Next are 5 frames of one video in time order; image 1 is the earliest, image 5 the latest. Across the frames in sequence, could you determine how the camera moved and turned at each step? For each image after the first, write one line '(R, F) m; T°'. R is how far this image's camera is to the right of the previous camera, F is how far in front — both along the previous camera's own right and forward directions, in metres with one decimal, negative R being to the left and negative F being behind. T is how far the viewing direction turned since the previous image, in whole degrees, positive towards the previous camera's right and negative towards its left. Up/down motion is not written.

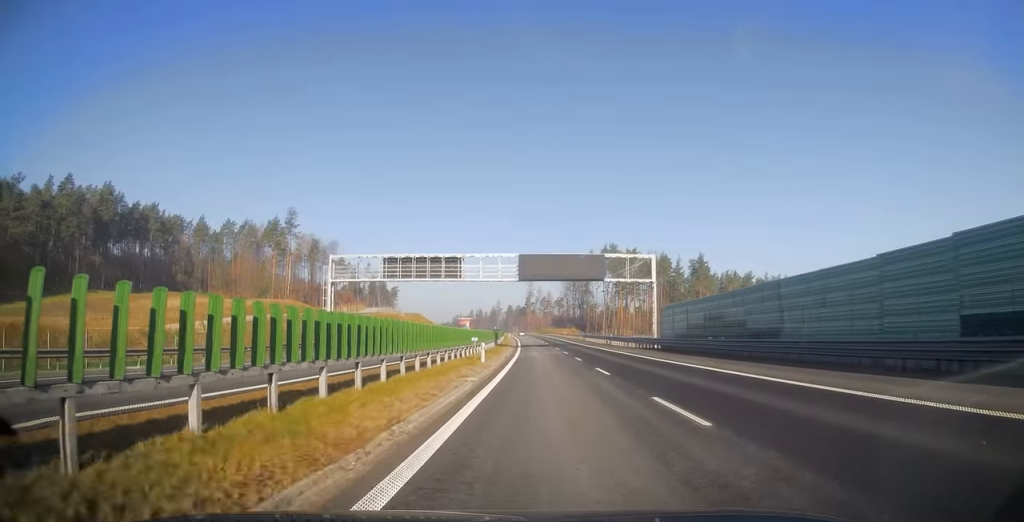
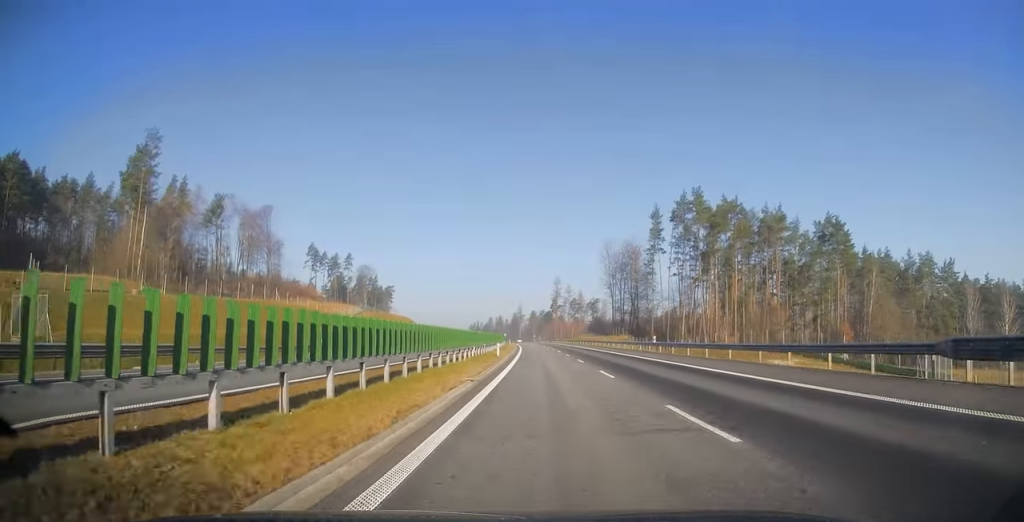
(-1.7, +84.8) m; -2°
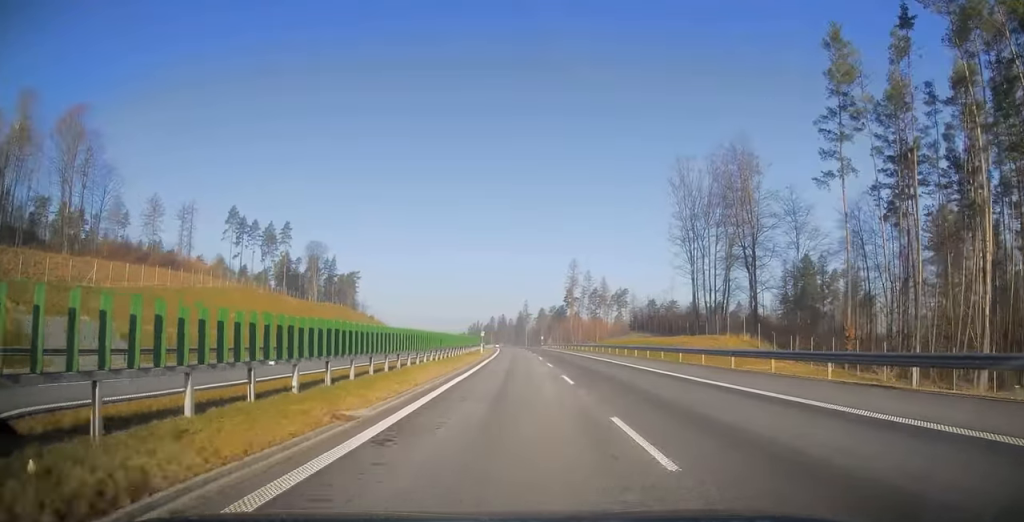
(-0.4, +84.4) m; -1°
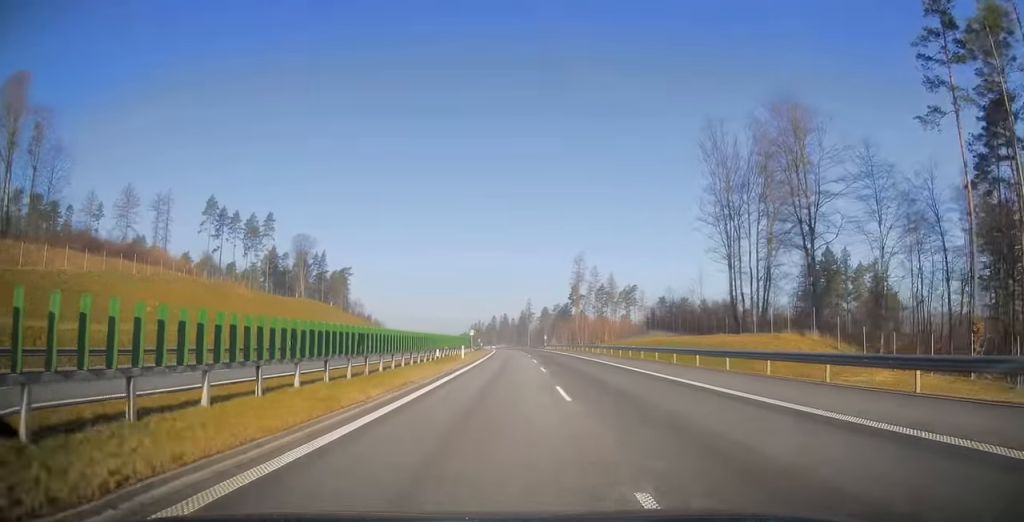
(-0.1, +16.7) m; -1°
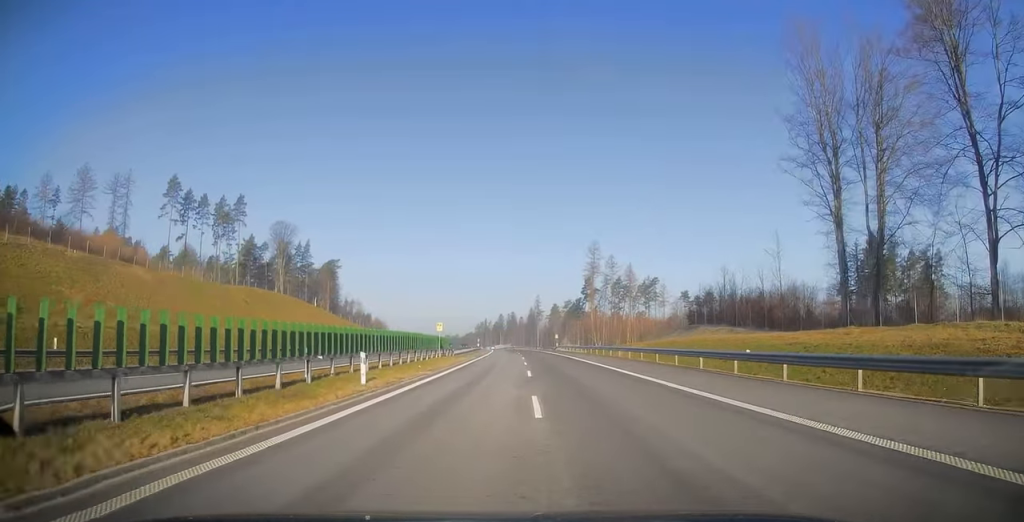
(-0.4, +26.6) m; -1°
